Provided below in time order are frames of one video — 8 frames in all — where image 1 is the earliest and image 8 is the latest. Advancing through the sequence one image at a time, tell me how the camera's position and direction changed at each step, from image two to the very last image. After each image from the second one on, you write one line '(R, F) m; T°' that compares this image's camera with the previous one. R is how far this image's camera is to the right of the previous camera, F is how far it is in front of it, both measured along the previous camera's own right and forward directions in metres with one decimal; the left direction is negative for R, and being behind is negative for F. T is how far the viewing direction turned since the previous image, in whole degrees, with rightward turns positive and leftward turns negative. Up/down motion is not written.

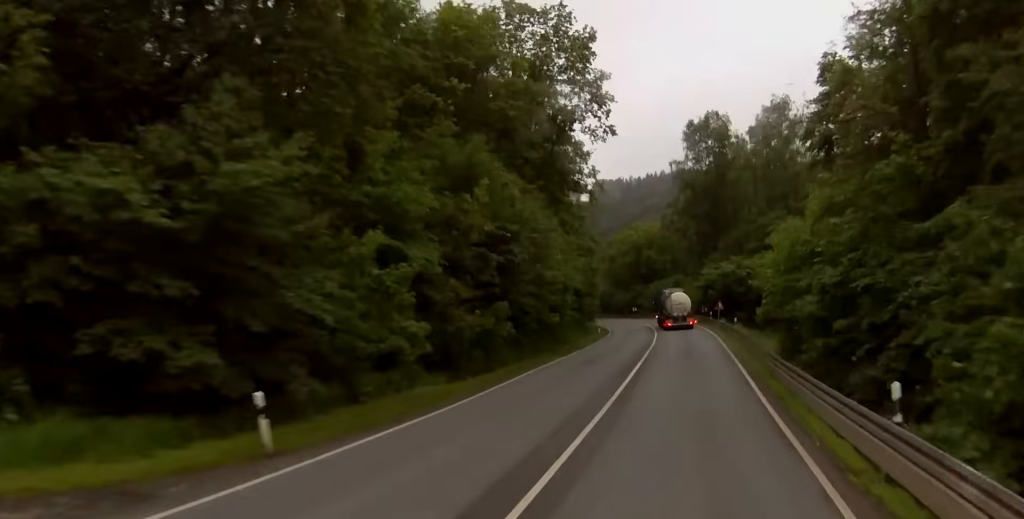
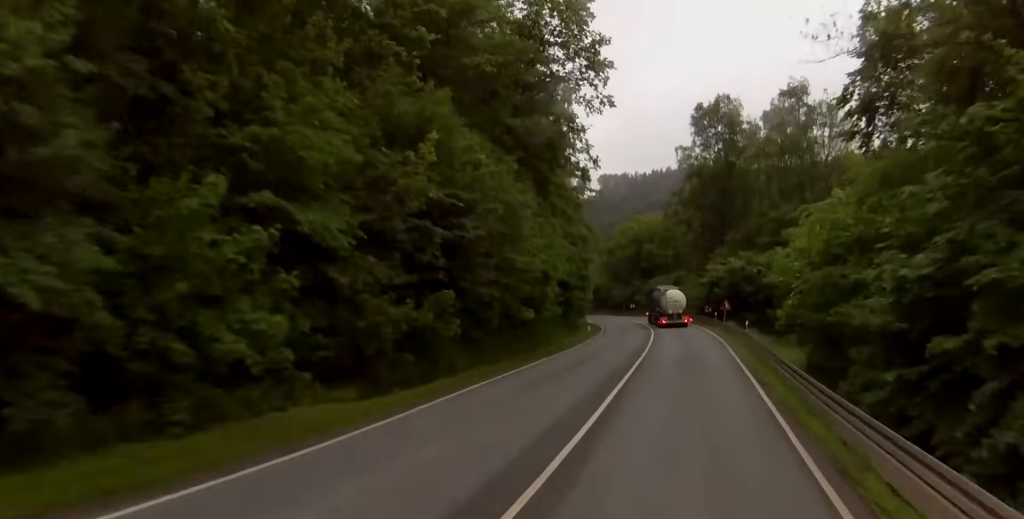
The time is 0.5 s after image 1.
(-0.2, +8.4) m; -1°
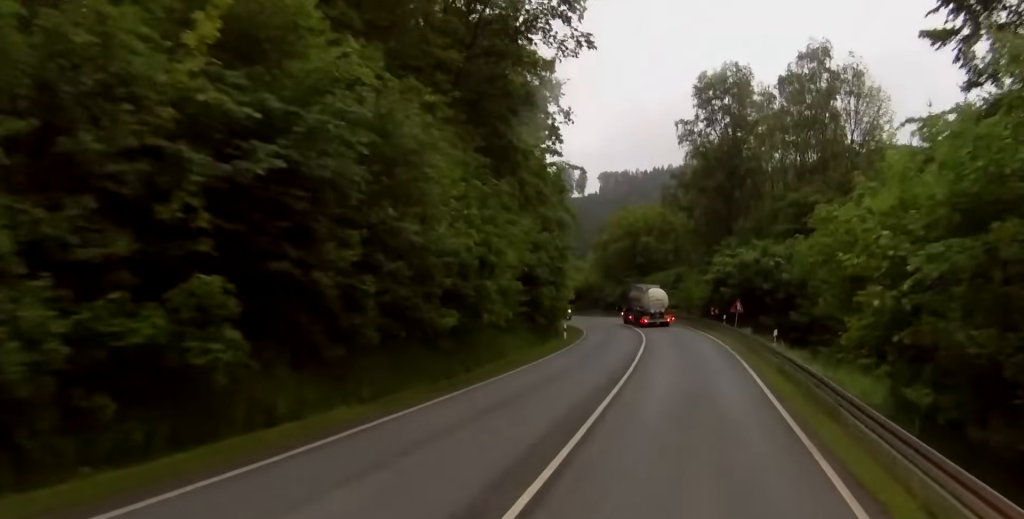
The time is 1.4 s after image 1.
(-0.3, +13.5) m; -1°
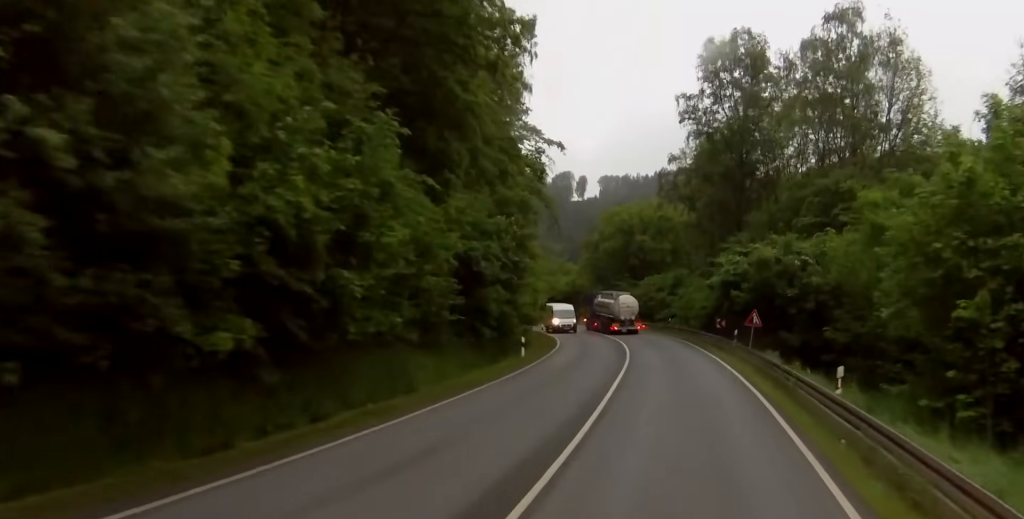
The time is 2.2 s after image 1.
(-0.1, +12.9) m; +1°
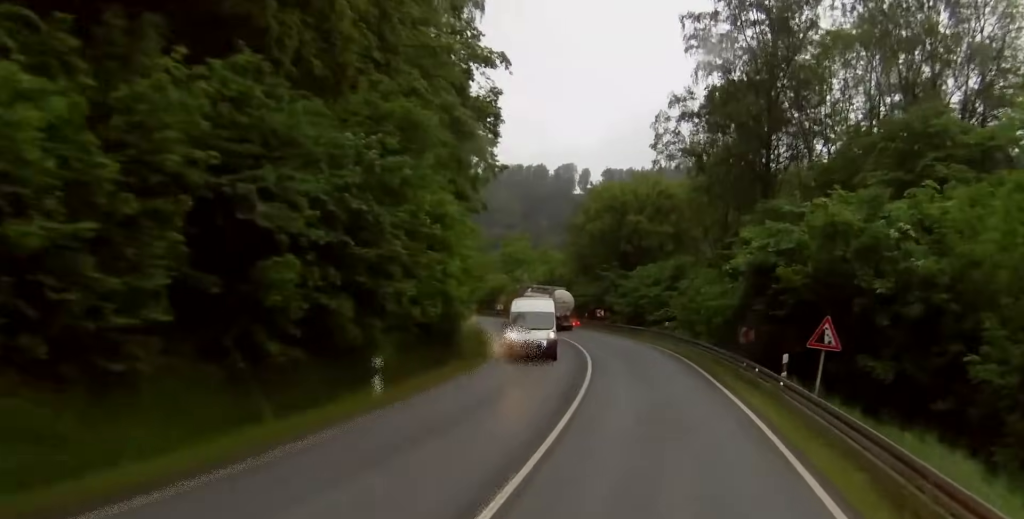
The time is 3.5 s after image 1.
(+0.6, +19.0) m; +1°
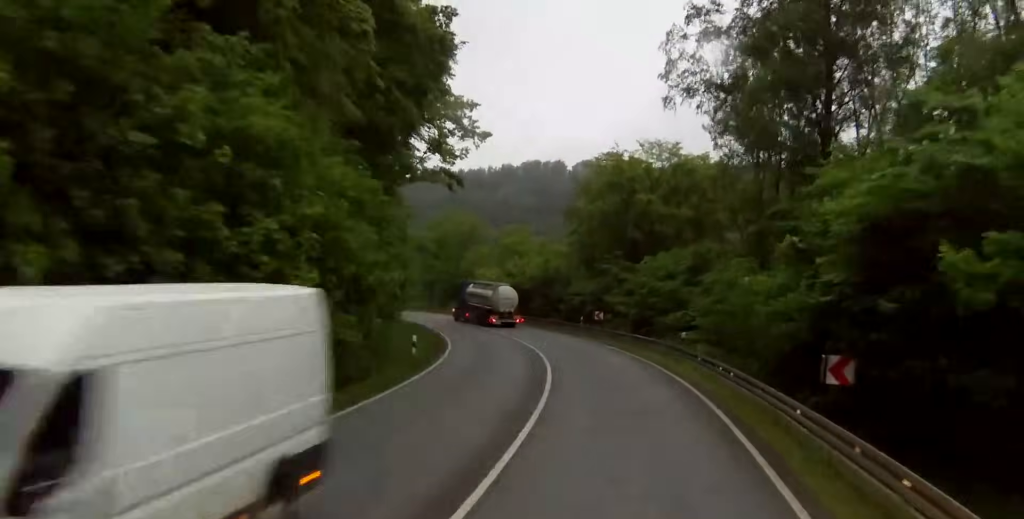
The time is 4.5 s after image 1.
(-0.1, +15.4) m; -1°
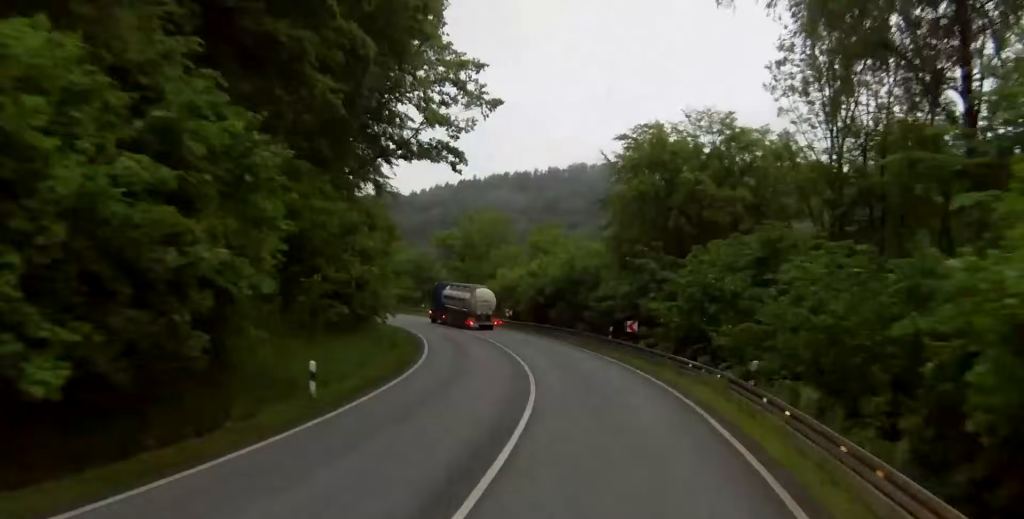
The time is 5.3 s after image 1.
(-0.2, +12.8) m; -3°
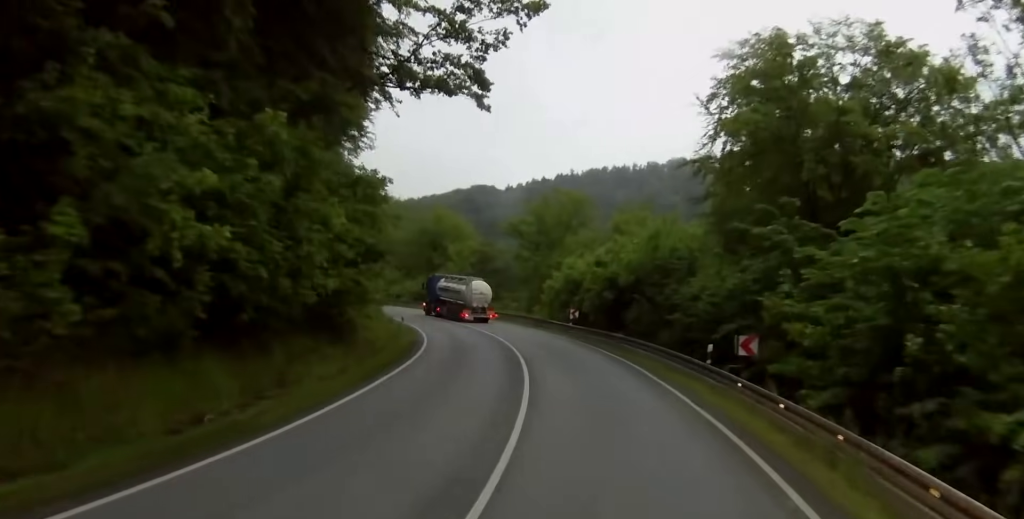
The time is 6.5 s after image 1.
(-1.0, +18.2) m; -7°
